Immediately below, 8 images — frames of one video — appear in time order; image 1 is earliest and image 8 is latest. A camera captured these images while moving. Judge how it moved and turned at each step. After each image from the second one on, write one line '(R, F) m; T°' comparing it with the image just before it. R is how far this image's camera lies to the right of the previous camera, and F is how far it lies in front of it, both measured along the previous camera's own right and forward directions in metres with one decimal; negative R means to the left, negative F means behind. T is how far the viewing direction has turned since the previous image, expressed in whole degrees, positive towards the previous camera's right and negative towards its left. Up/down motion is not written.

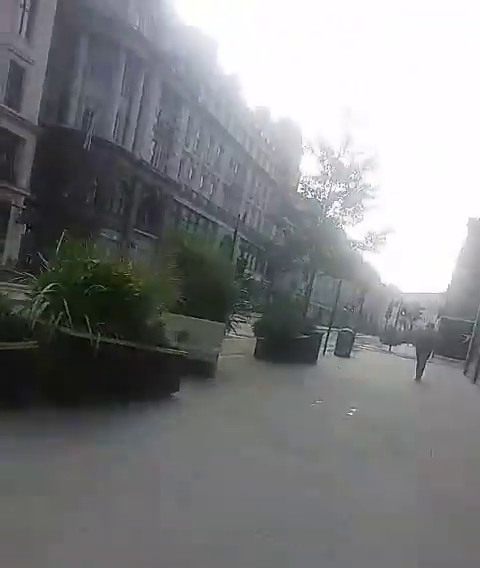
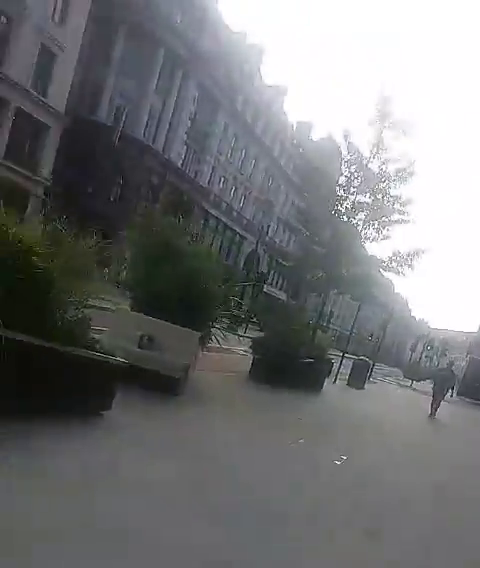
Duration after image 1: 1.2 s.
(0.0, +1.7) m; -1°
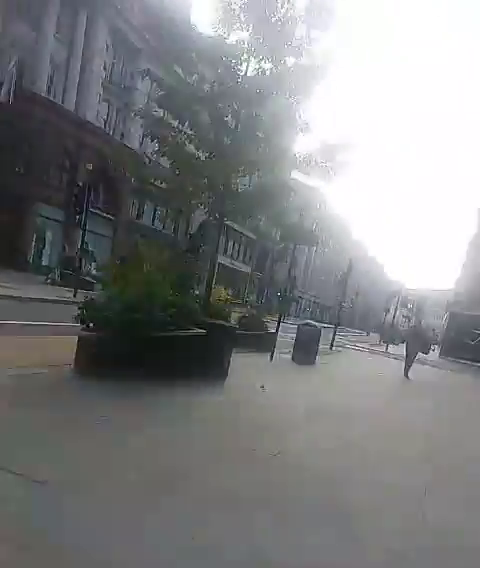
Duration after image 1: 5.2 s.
(-0.4, +5.9) m; -5°
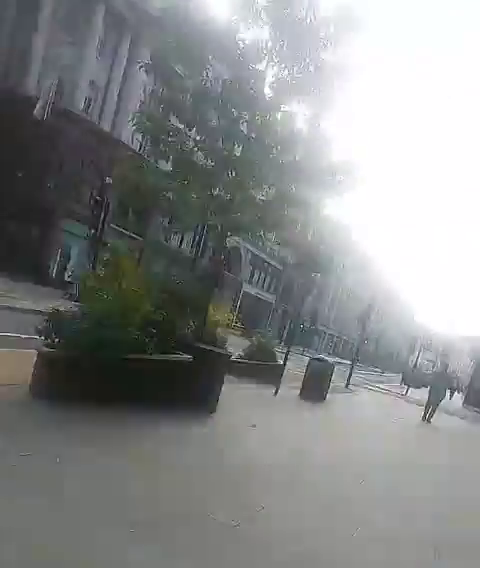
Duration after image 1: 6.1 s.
(0.0, +1.3) m; 0°
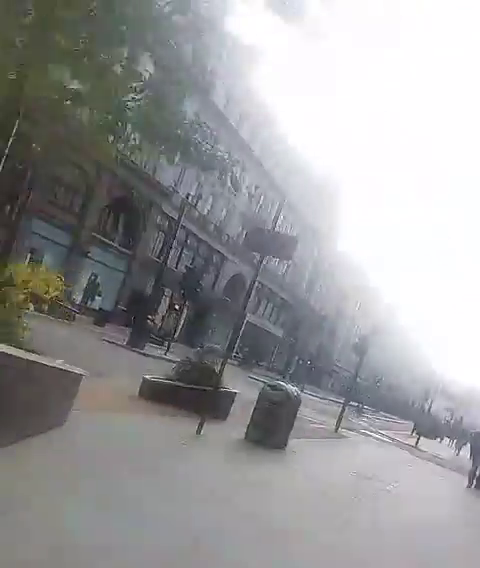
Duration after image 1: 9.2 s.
(0.0, +4.5) m; +4°
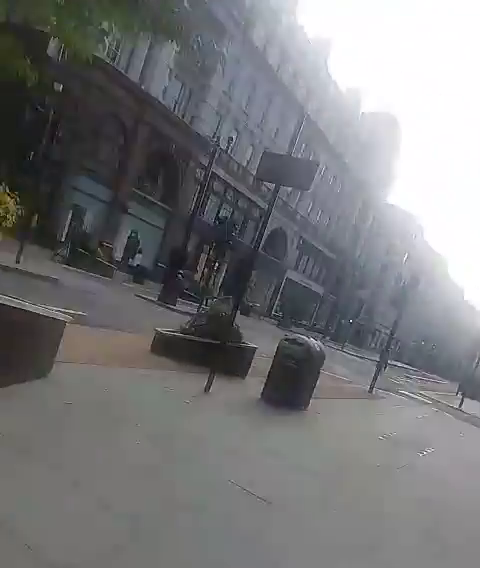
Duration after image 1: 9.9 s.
(0.0, +1.2) m; +2°
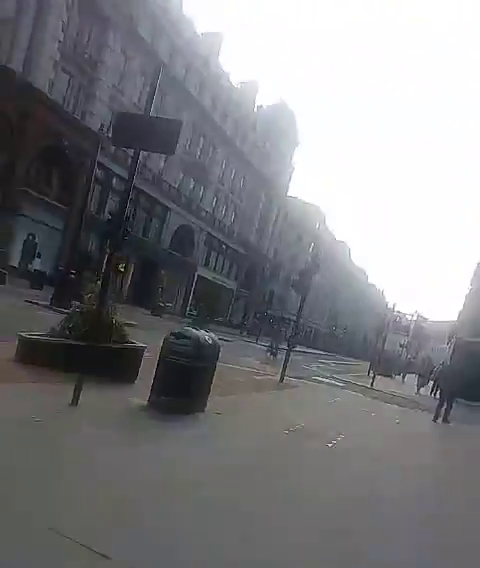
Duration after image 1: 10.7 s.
(+0.1, +1.3) m; +1°
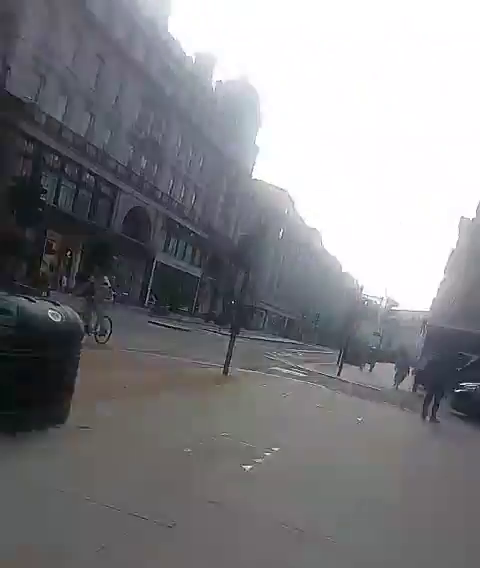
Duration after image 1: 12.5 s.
(0.0, +2.8) m; 0°
